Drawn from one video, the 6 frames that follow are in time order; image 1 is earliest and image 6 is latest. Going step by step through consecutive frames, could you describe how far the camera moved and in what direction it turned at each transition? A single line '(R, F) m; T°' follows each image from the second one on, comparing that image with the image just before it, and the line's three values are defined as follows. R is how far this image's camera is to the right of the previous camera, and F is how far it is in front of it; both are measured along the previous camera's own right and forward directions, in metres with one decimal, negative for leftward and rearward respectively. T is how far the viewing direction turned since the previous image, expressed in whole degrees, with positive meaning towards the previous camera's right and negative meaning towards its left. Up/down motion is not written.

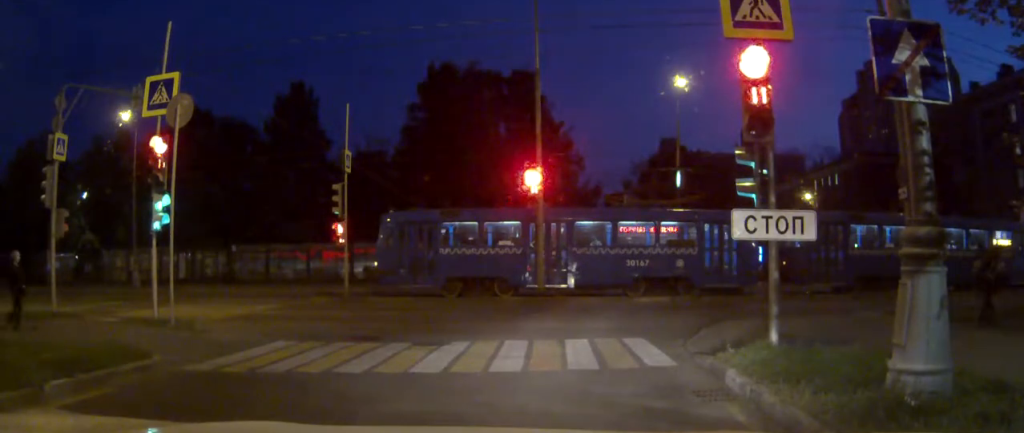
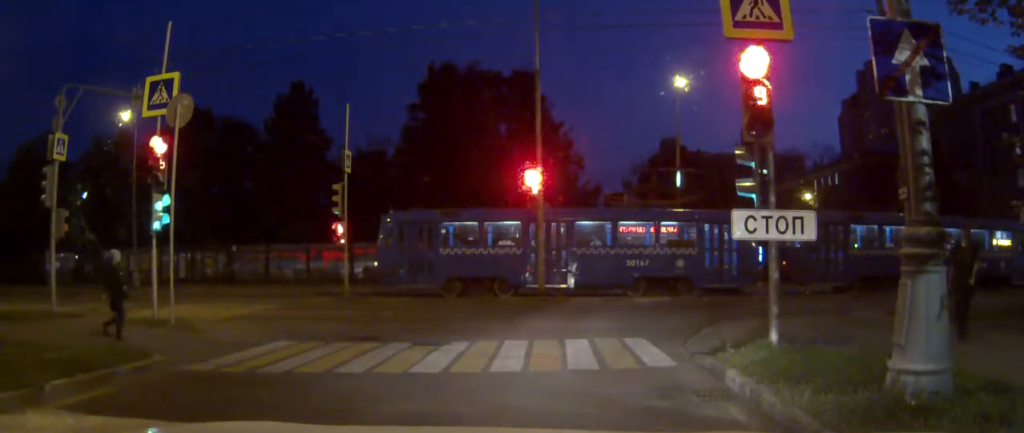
(0.0, 0.0) m; 0°
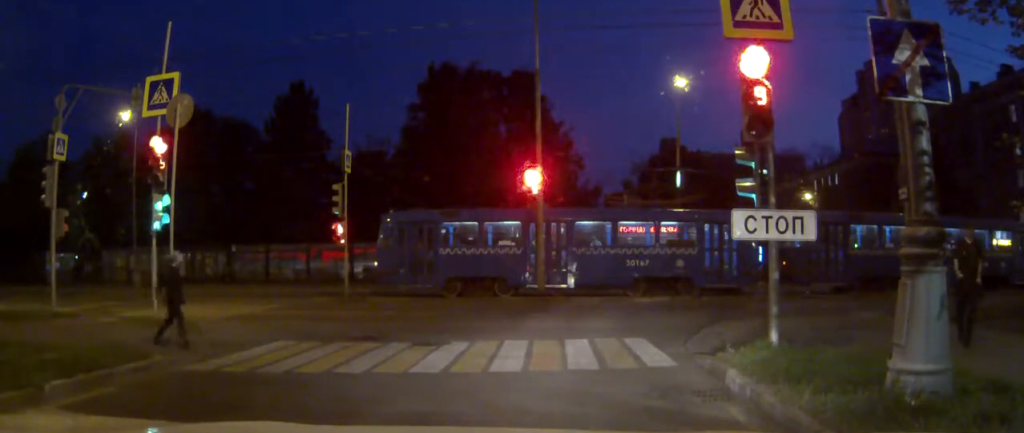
(0.0, 0.0) m; 0°
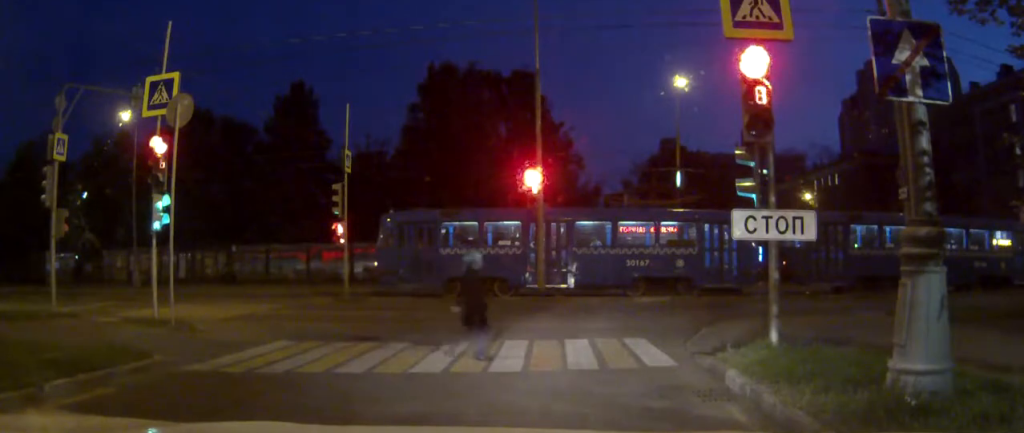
(0.0, 0.0) m; 0°
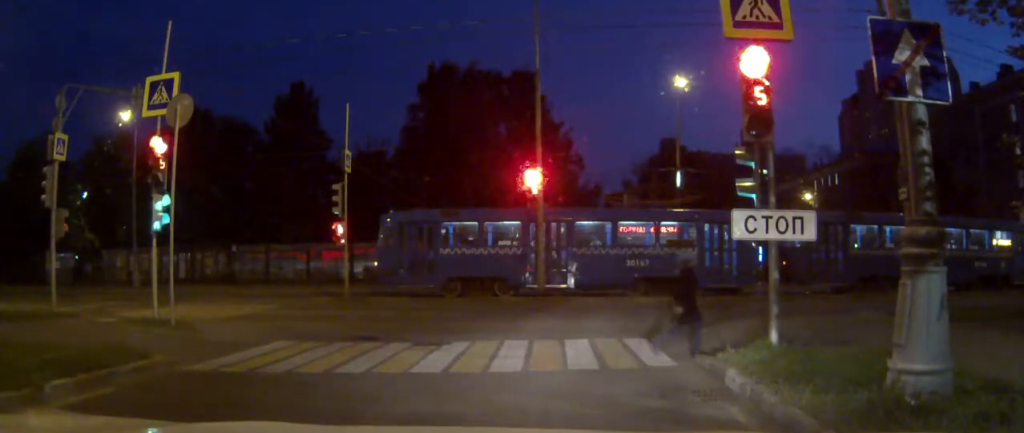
(0.0, 0.0) m; 0°
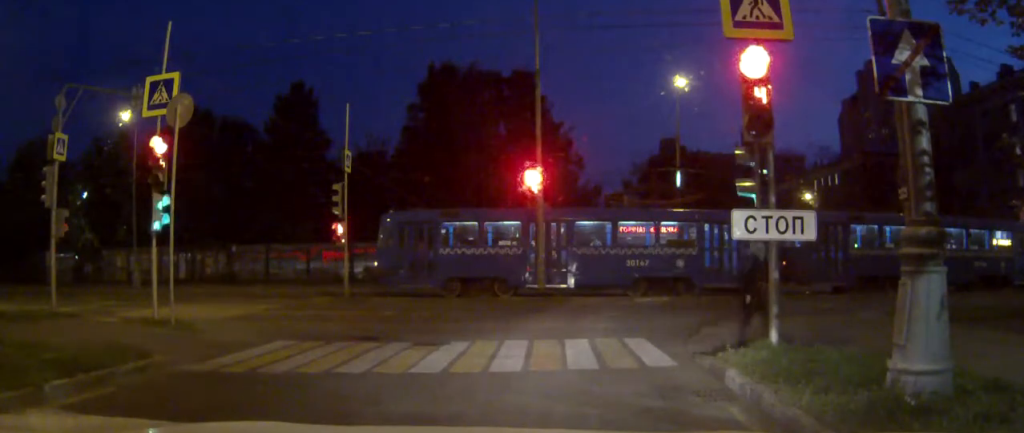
(0.0, 0.0) m; 0°
